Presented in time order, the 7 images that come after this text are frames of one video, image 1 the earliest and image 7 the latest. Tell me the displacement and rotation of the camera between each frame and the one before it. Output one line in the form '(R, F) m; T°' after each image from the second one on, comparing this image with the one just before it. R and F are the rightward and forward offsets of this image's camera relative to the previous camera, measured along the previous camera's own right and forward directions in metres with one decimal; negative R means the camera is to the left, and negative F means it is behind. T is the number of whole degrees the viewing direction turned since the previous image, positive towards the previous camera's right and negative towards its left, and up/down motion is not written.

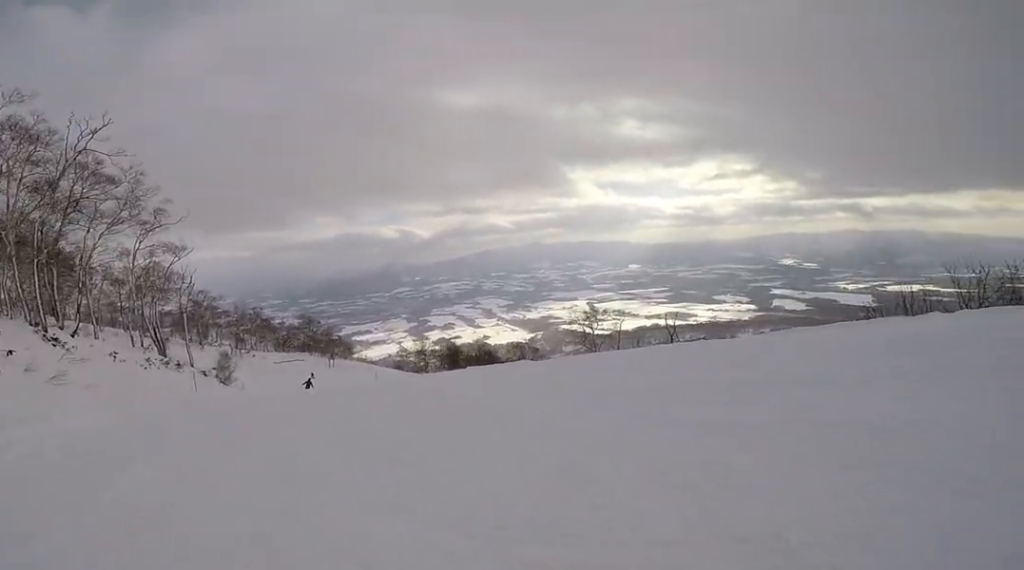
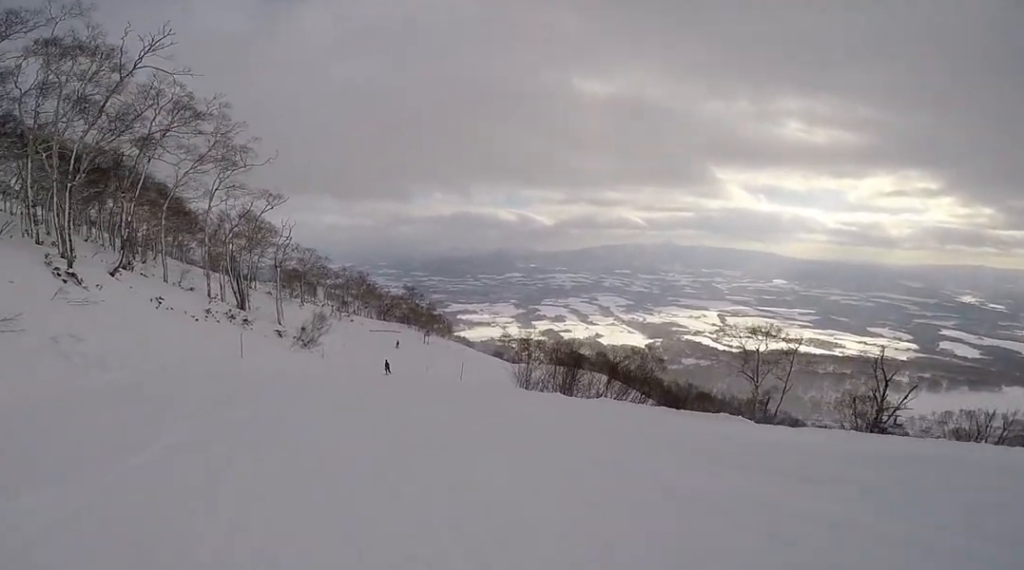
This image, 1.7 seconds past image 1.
(-1.0, +7.9) m; -18°
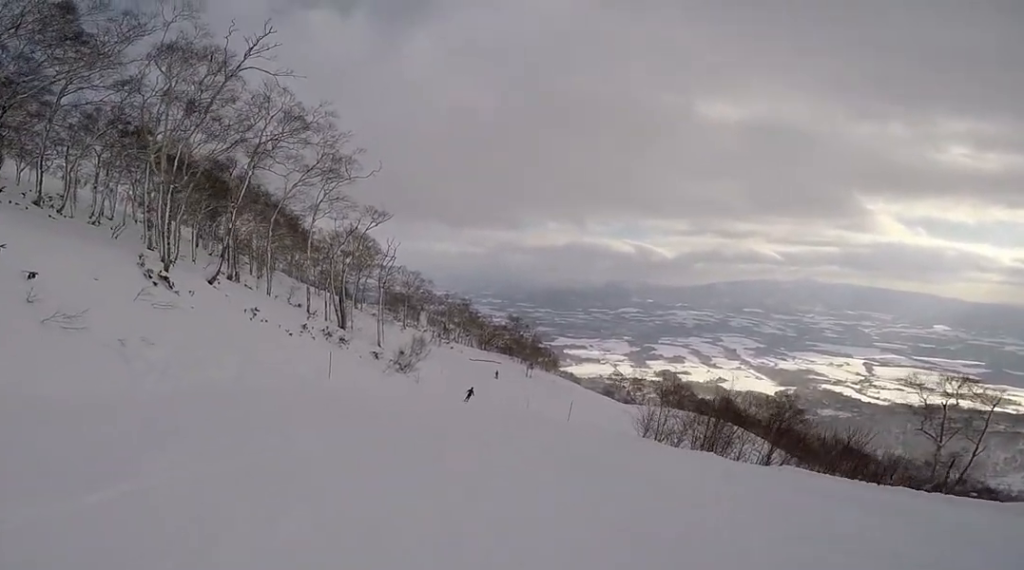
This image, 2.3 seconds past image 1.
(-0.4, +2.7) m; 0°
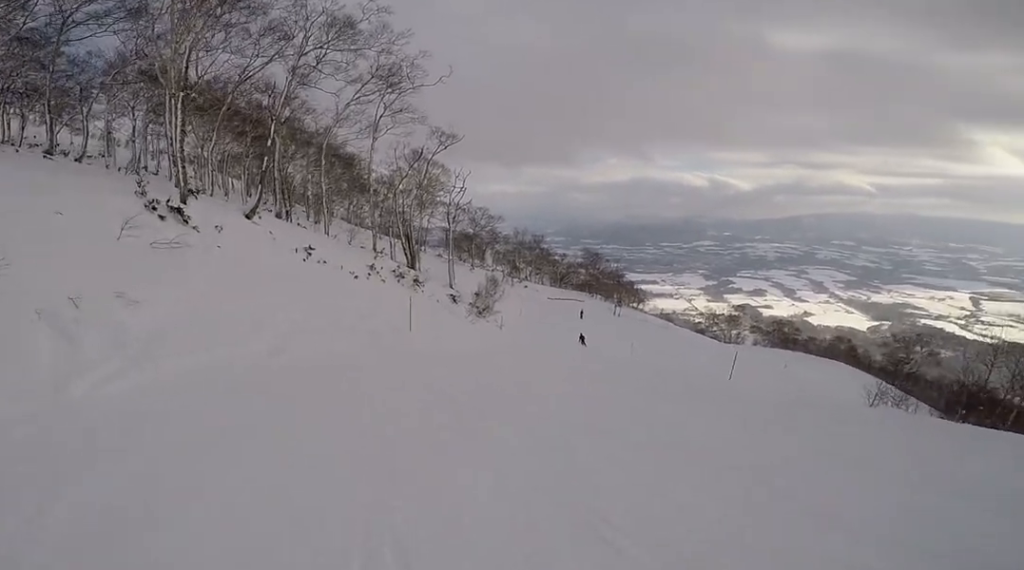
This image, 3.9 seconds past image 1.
(+0.6, +6.6) m; +16°
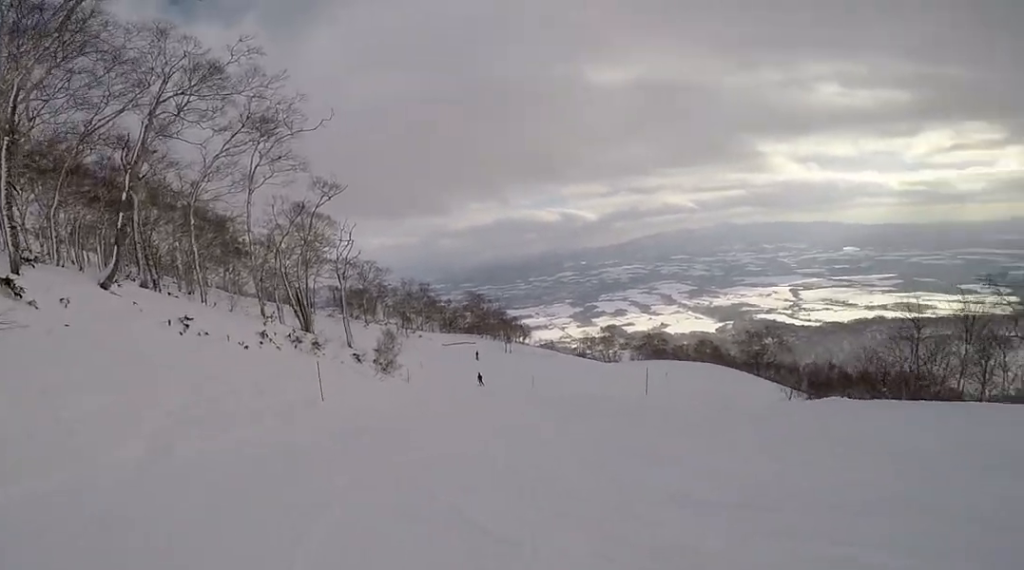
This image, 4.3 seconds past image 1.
(0.0, +2.0) m; +9°
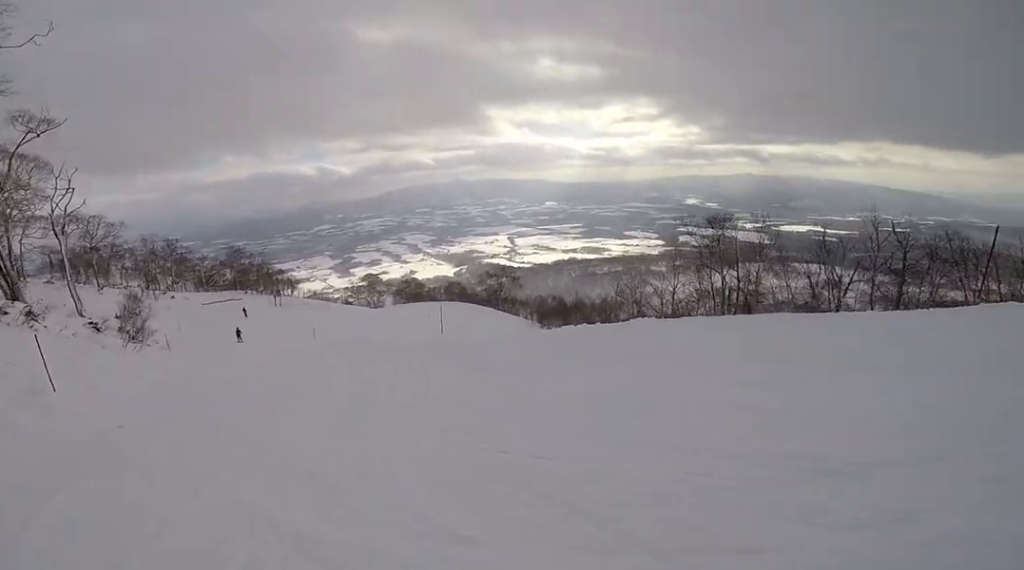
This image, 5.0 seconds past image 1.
(+0.3, +2.8) m; +11°
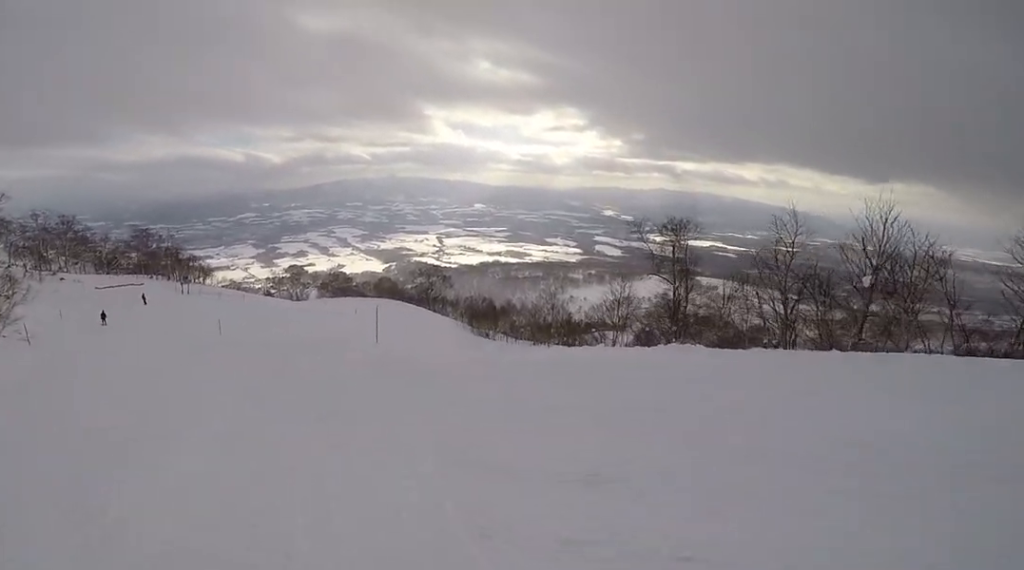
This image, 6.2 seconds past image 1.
(+0.9, +5.7) m; -9°
